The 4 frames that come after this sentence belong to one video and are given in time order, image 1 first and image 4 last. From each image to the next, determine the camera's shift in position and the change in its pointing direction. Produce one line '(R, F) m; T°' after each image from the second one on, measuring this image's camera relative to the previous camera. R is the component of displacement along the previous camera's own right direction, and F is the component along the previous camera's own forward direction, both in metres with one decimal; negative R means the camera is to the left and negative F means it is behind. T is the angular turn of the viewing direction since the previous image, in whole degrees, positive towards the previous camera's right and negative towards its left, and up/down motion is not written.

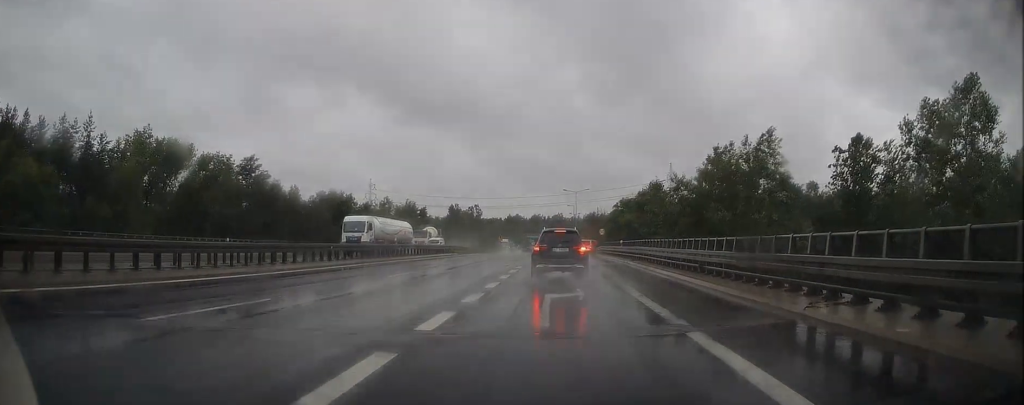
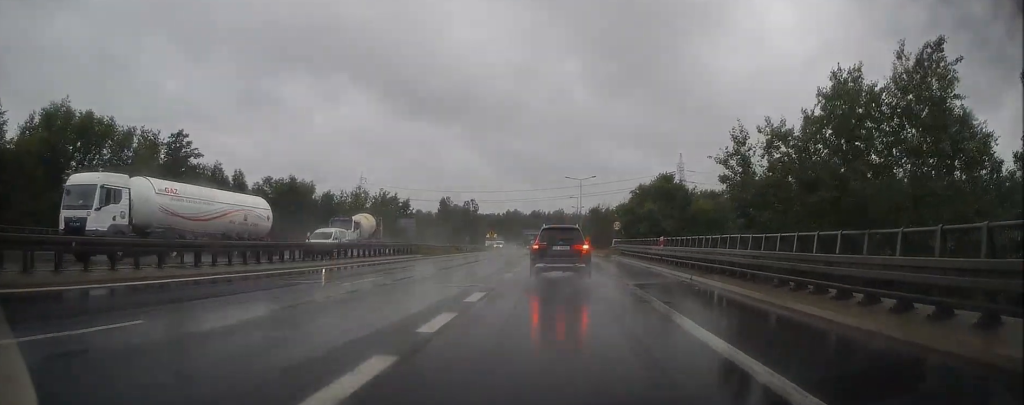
(-0.1, +14.7) m; +1°
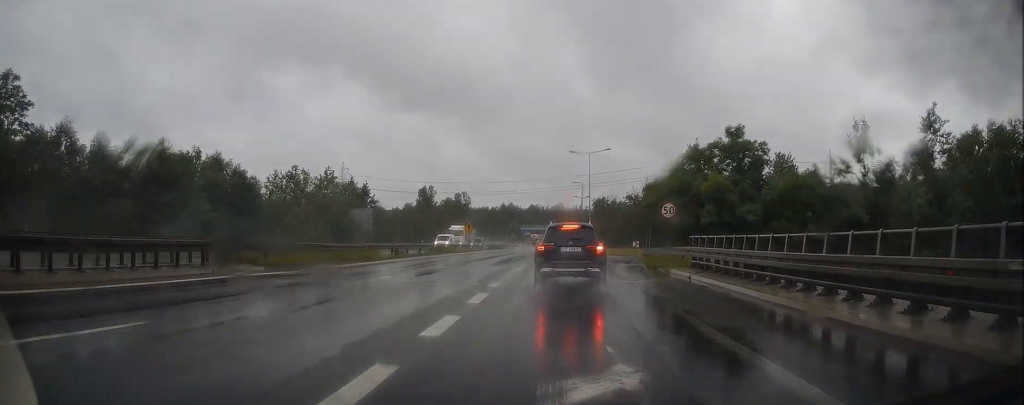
(+0.5, +22.0) m; +1°
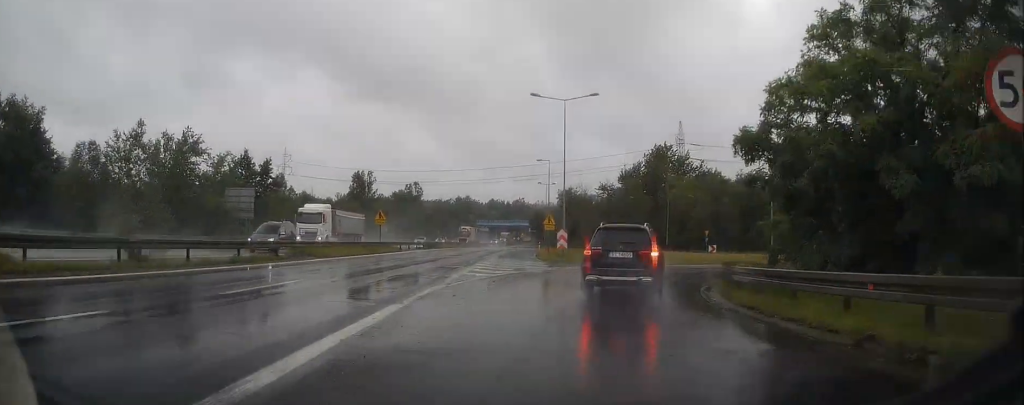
(+0.8, +22.0) m; +8°
